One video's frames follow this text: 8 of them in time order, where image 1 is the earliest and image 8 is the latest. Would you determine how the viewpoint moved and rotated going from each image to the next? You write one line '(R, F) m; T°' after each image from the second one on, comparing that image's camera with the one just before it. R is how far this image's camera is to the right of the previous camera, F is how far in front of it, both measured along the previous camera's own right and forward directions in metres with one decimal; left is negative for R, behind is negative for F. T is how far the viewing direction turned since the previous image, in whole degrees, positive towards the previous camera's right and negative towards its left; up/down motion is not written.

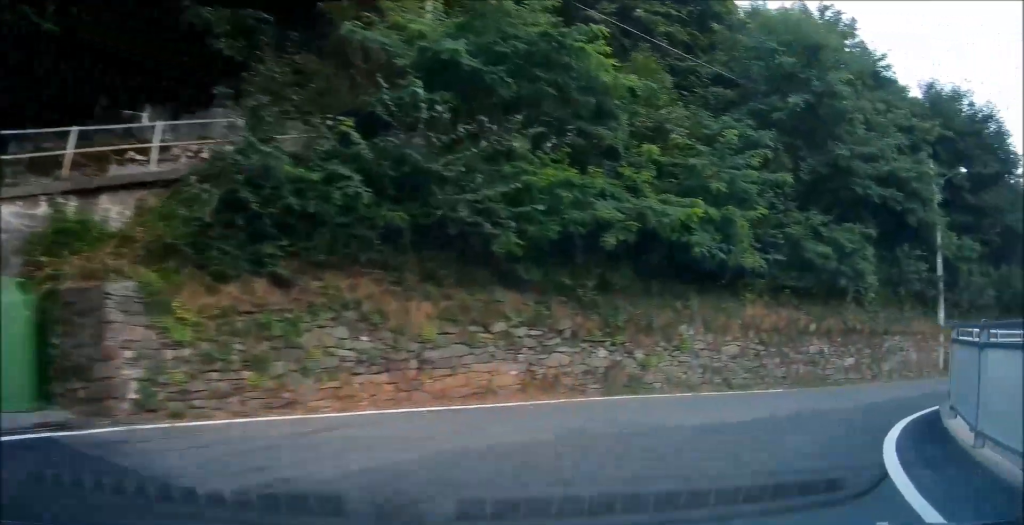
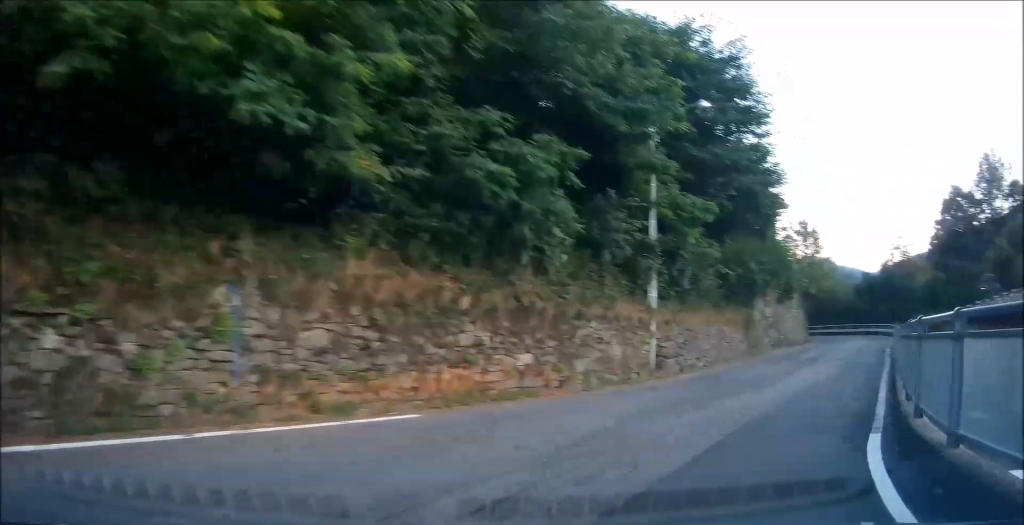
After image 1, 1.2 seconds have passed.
(+1.0, +6.7) m; +41°
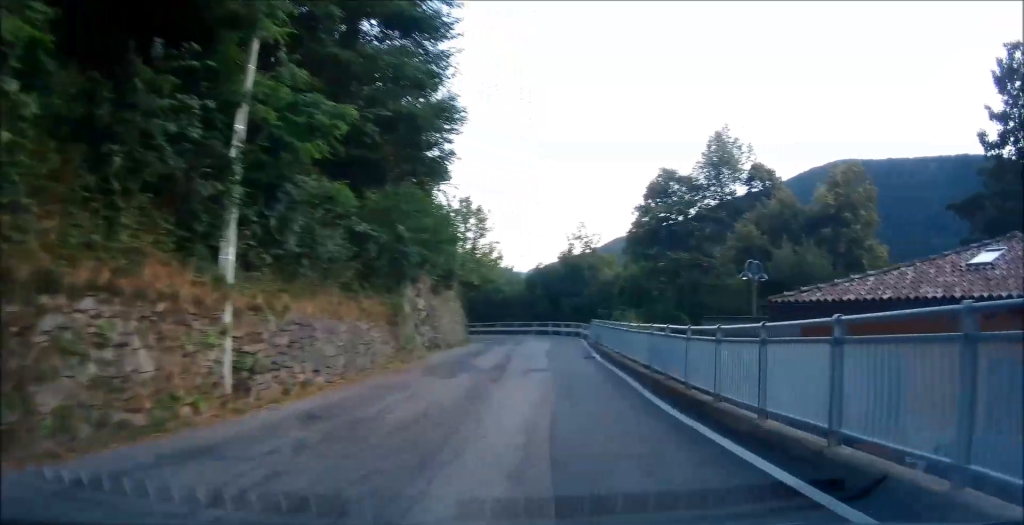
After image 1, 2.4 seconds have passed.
(+3.4, +4.8) m; +53°
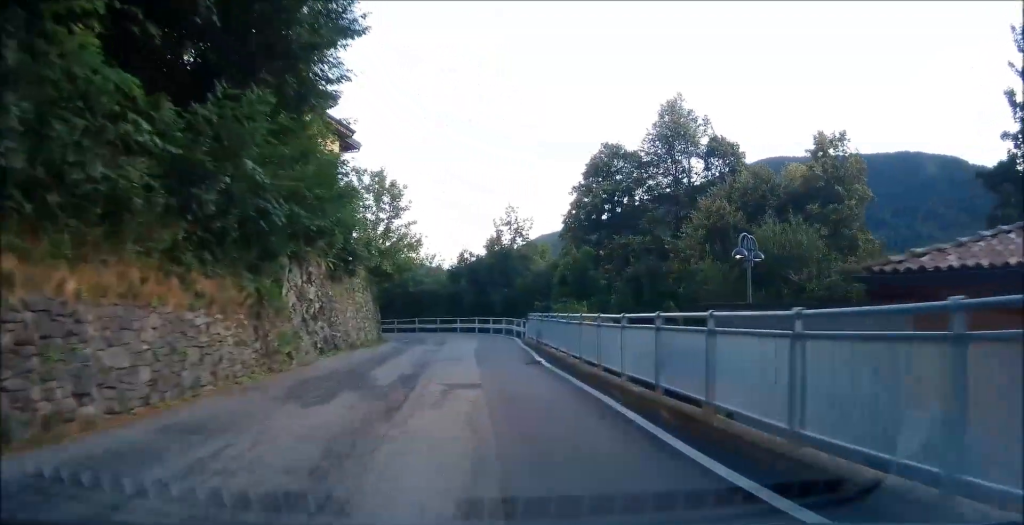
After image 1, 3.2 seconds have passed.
(+0.8, +6.6) m; +6°
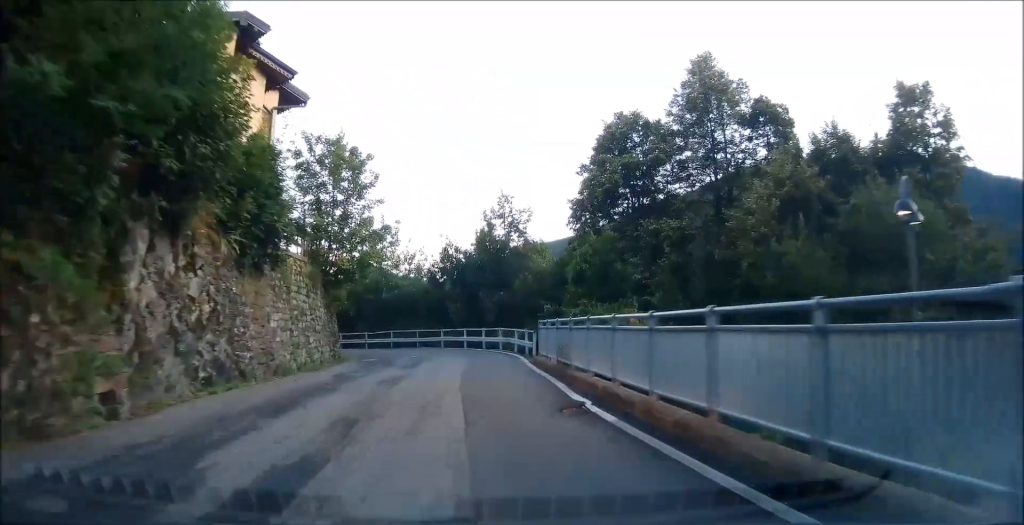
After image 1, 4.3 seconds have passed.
(+0.1, +9.9) m; 0°
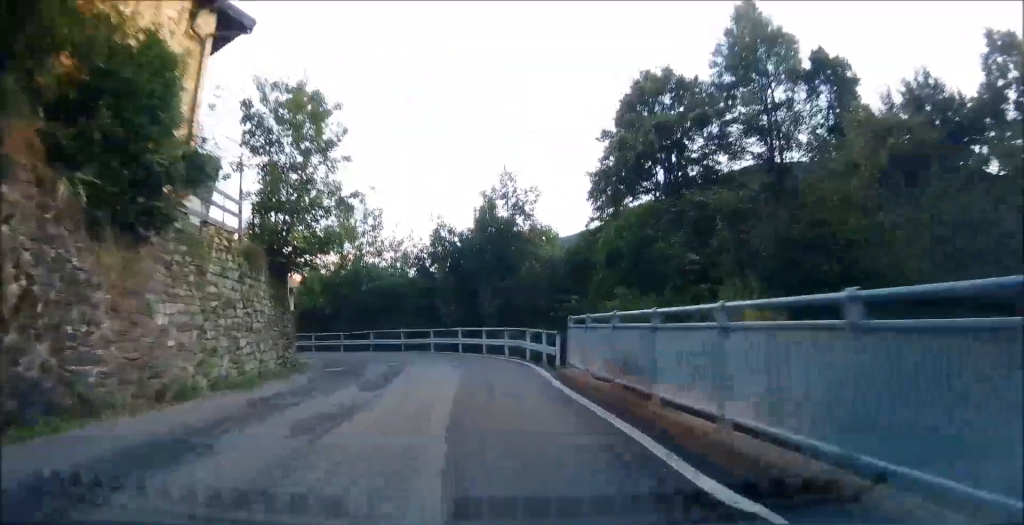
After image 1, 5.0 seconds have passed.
(0.0, +7.3) m; +1°
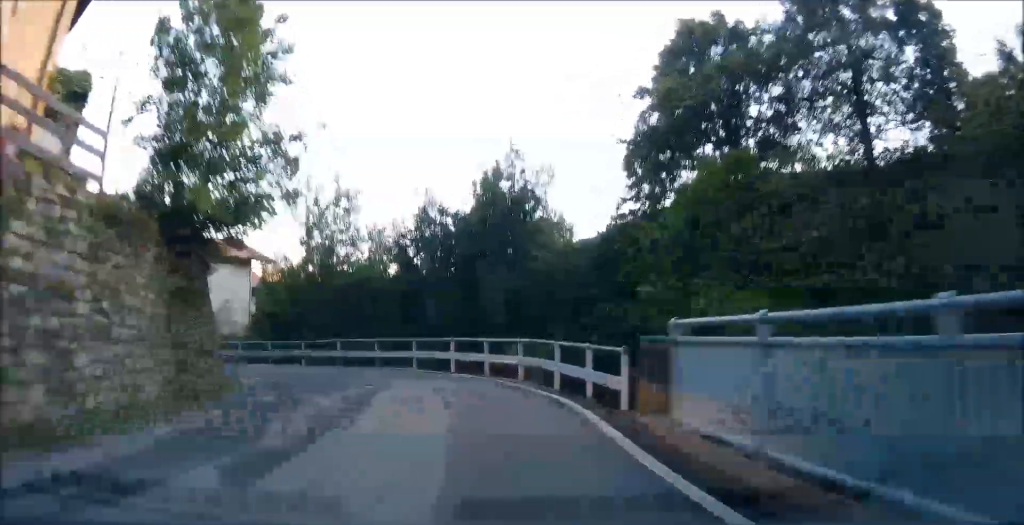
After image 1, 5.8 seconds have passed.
(+0.1, +7.4) m; +2°
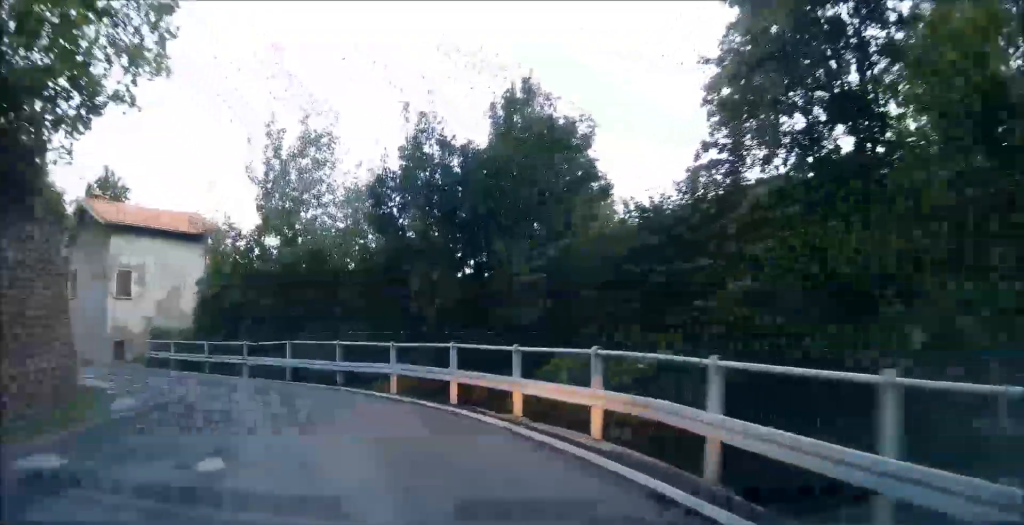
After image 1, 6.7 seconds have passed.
(+0.2, +7.8) m; +1°
